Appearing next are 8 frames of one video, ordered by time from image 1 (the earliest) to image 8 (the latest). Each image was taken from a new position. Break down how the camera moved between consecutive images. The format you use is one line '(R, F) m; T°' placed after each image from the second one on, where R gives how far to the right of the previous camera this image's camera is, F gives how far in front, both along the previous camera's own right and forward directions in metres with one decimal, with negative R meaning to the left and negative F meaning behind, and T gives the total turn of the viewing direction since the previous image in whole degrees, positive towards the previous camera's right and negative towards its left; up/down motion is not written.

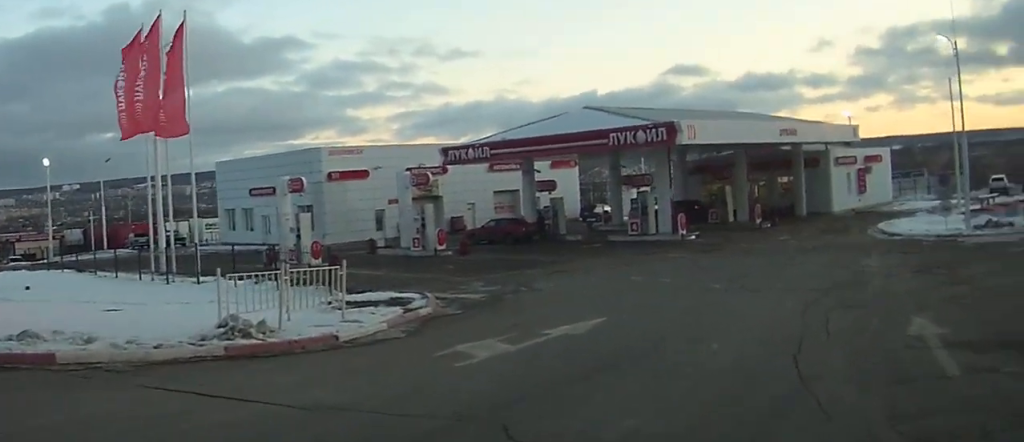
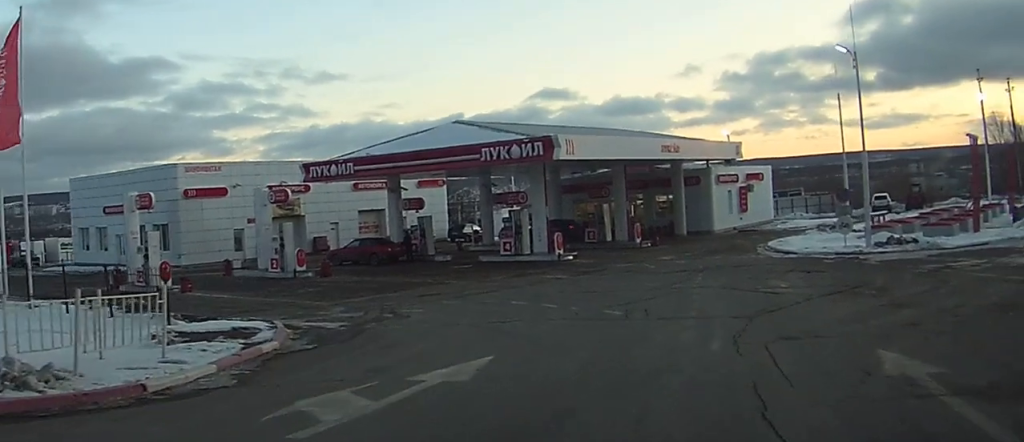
(+0.1, +2.5) m; +7°
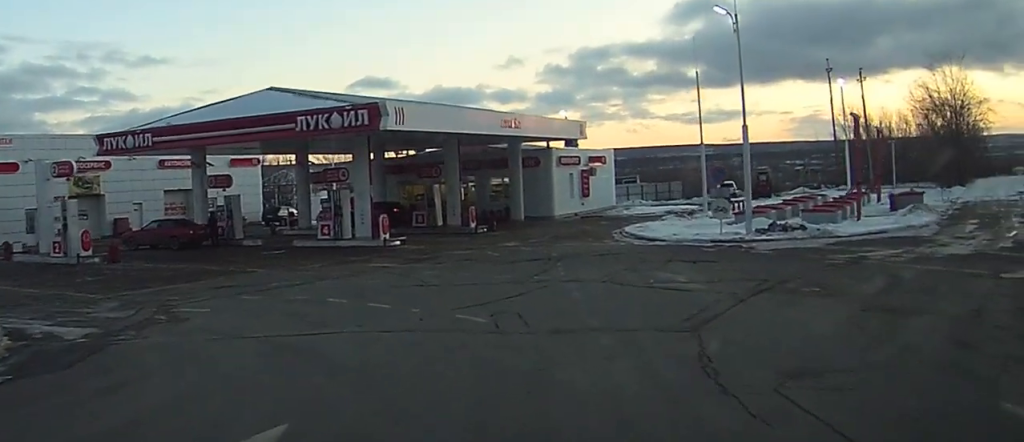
(+0.4, +3.8) m; +11°
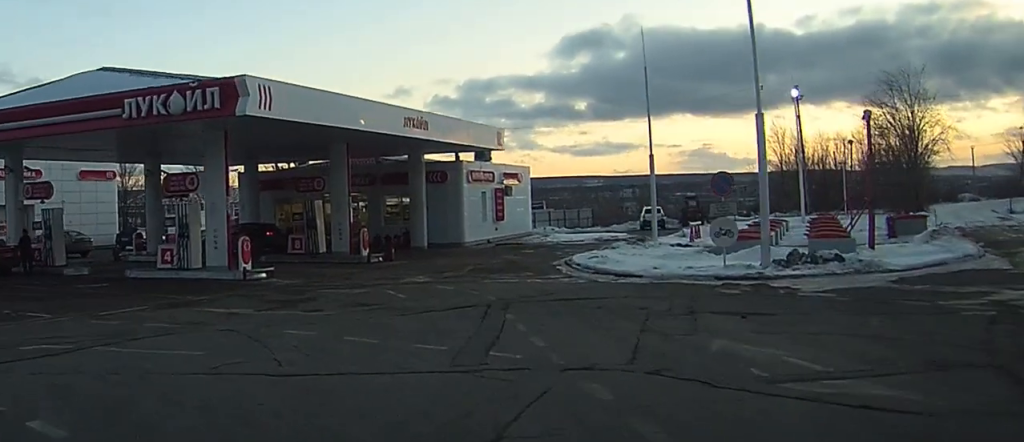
(+1.0, +7.5) m; +11°
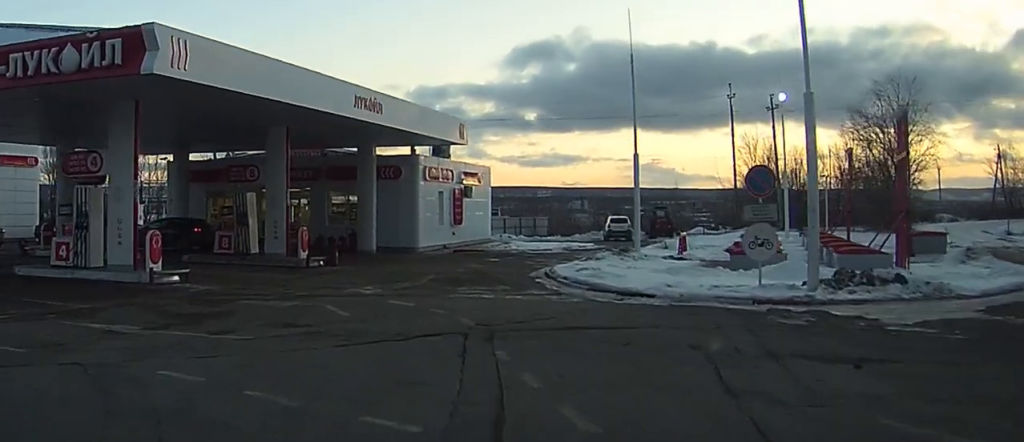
(+0.1, +4.4) m; 0°
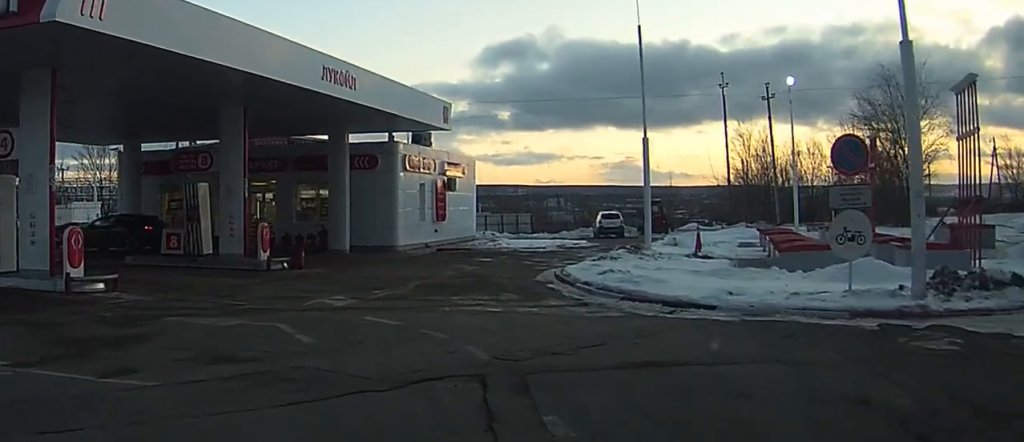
(-0.1, +4.0) m; 0°
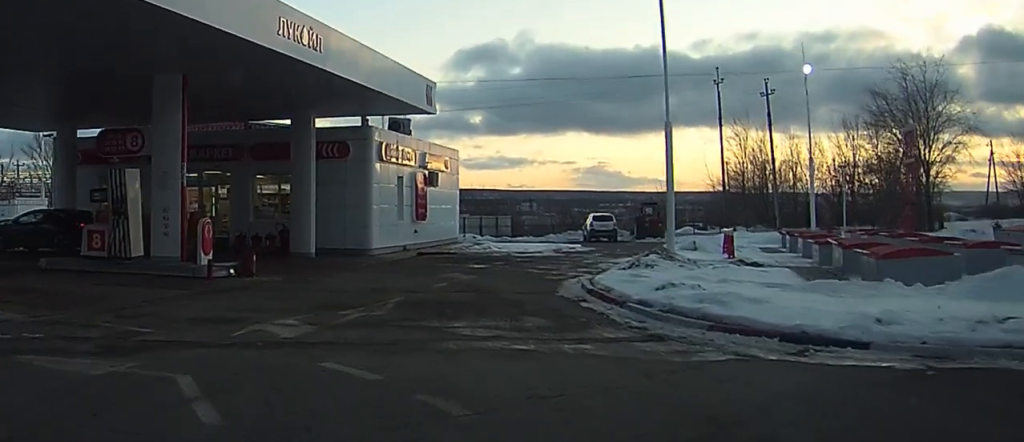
(0.0, +4.9) m; +1°
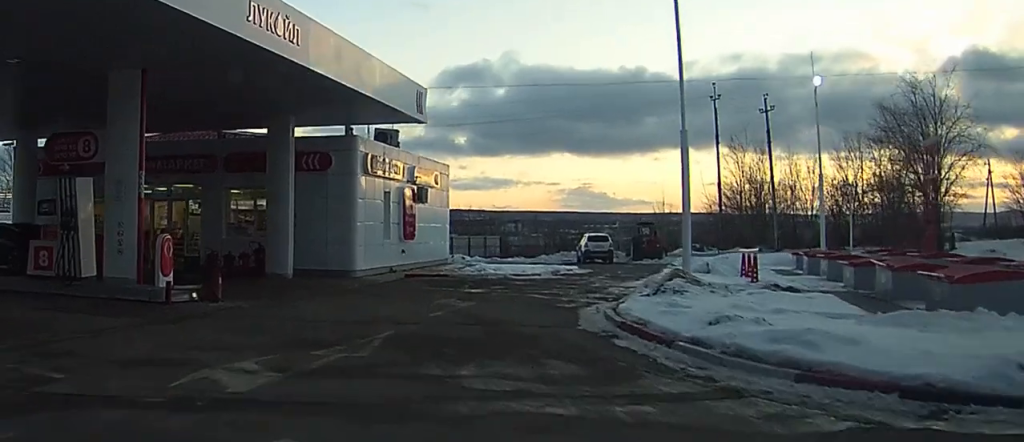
(0.0, +2.5) m; +1°
